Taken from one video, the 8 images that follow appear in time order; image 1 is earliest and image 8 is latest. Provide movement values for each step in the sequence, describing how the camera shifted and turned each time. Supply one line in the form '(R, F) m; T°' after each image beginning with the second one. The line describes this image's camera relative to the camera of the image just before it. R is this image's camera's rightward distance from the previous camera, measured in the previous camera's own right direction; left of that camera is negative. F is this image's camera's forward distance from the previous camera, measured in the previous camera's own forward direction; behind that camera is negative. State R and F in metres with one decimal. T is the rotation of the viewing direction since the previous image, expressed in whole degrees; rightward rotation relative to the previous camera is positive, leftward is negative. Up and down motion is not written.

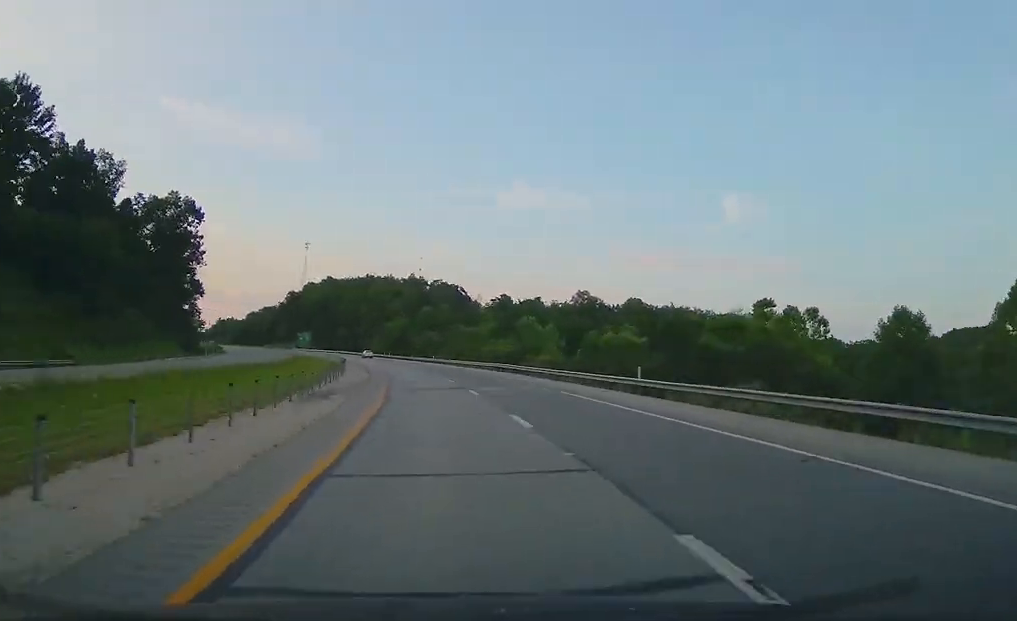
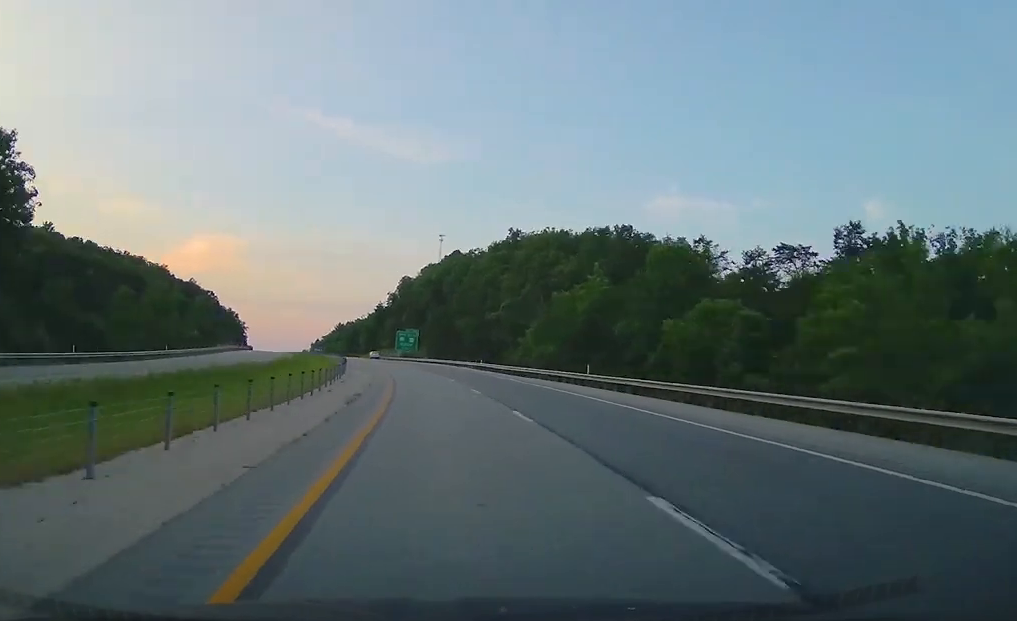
(-9.2, +107.6) m; -10°
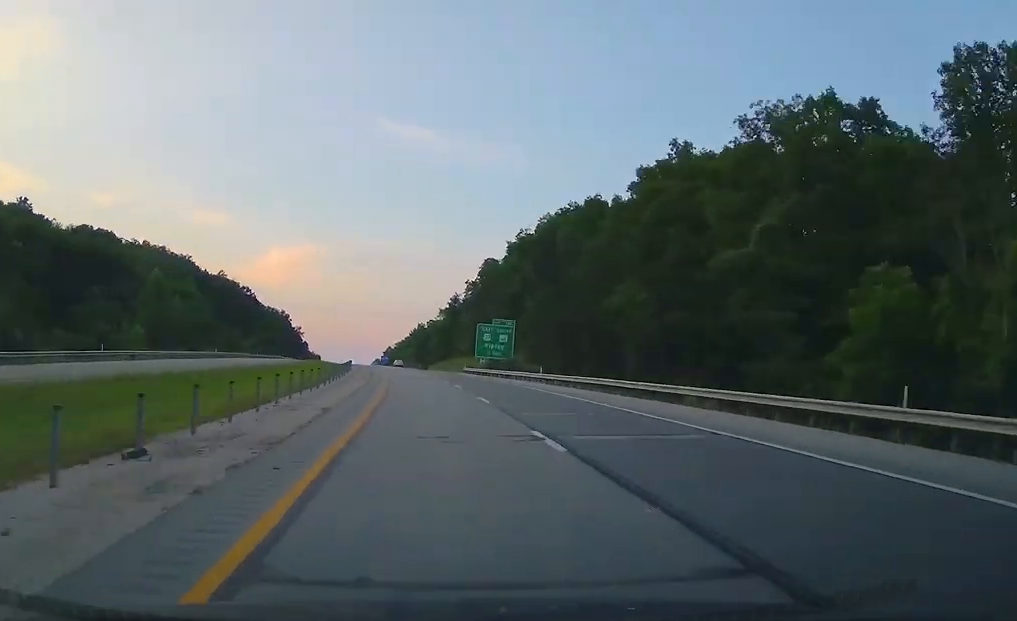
(-5.6, +66.0) m; -4°
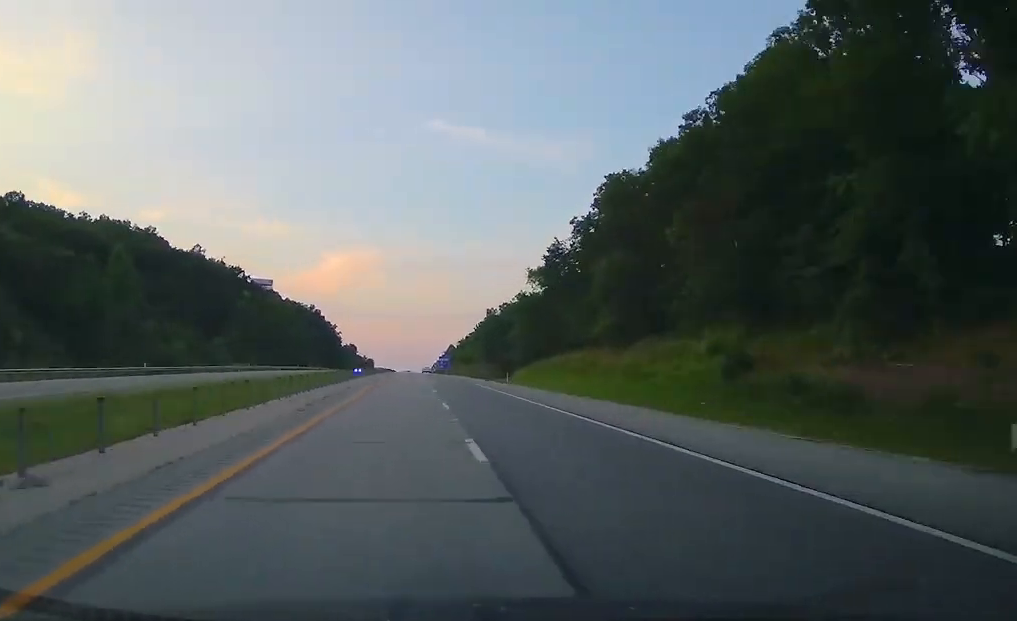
(-4.1, +85.4) m; -4°
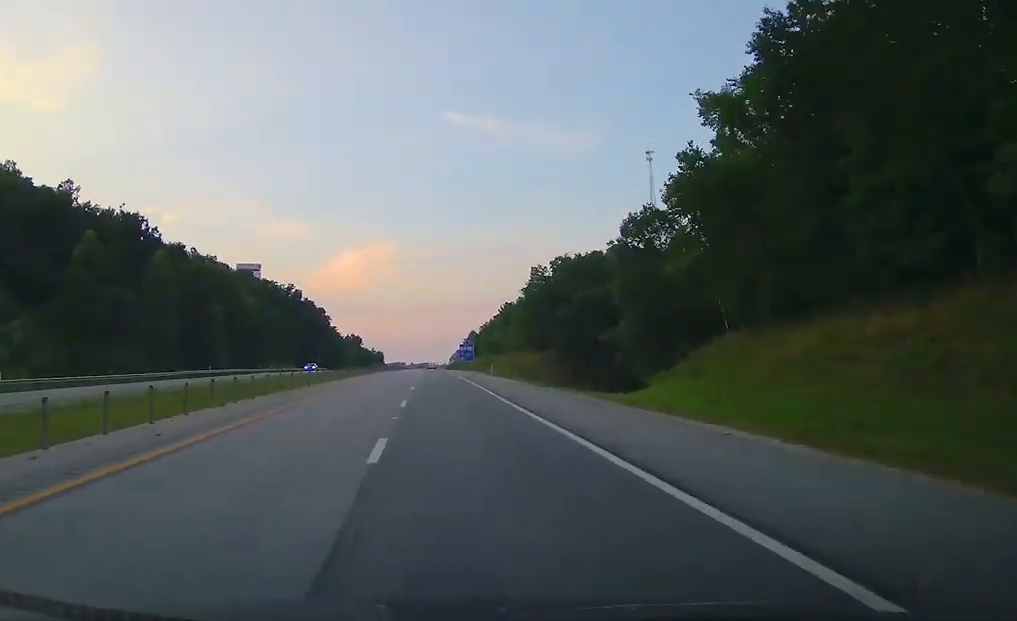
(-2.3, +71.6) m; -2°
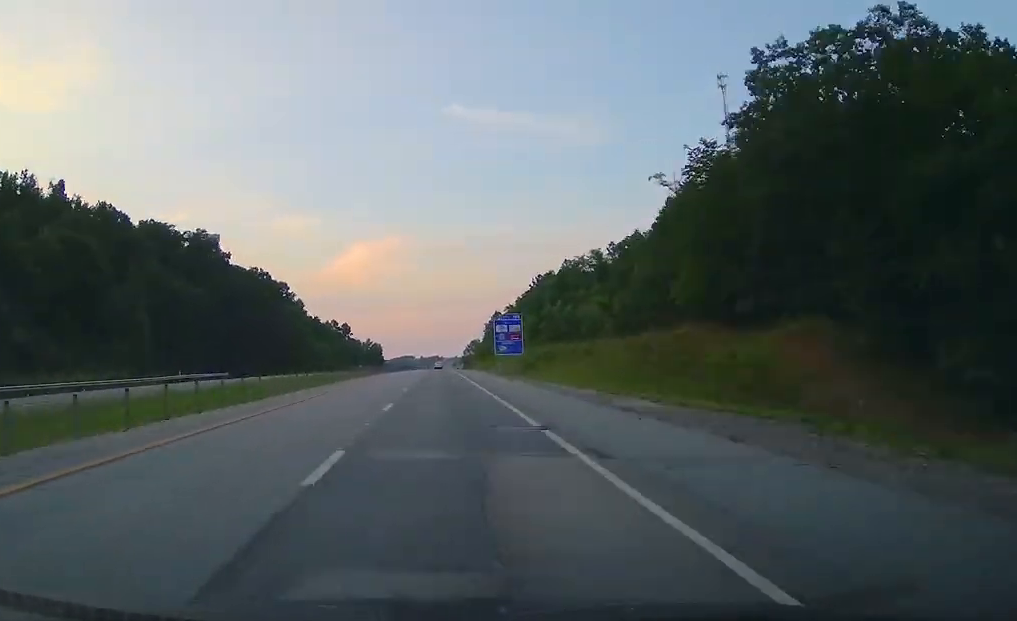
(-1.4, +95.8) m; -1°
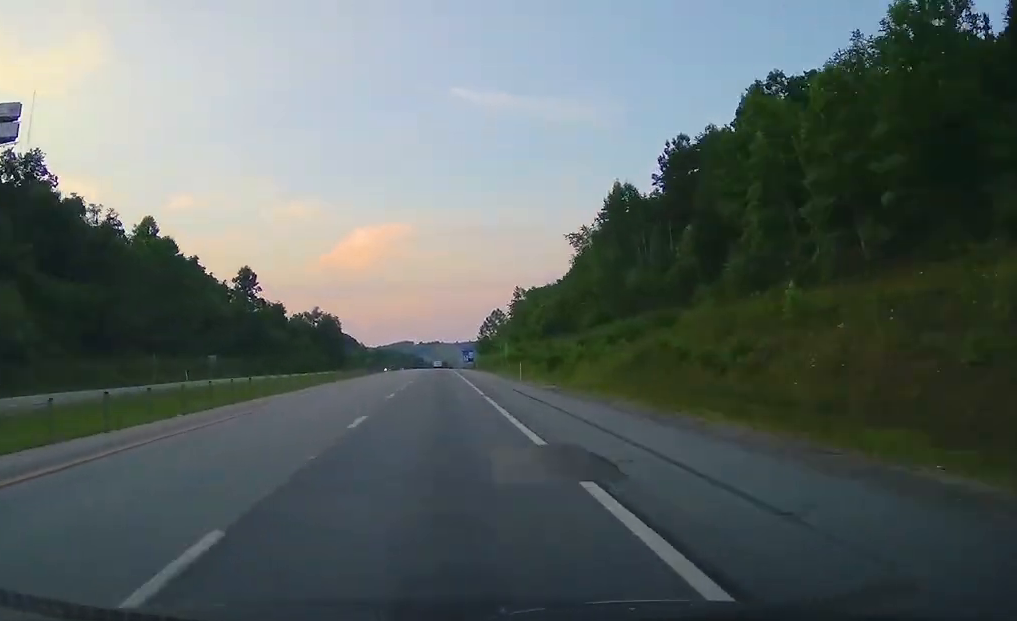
(-0.3, +172.8) m; 0°
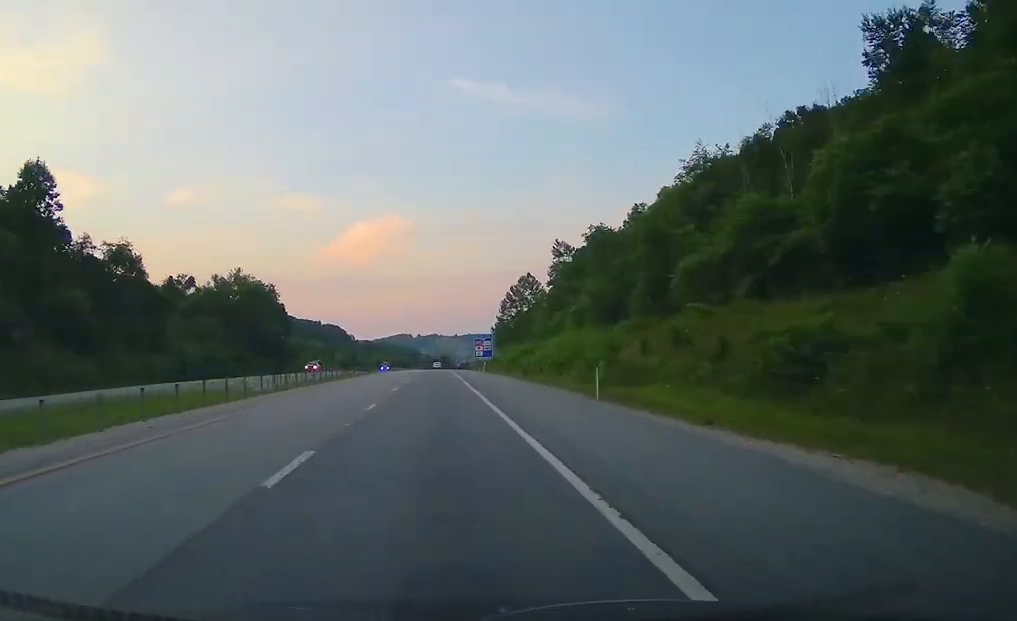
(+0.1, +90.9) m; +1°
